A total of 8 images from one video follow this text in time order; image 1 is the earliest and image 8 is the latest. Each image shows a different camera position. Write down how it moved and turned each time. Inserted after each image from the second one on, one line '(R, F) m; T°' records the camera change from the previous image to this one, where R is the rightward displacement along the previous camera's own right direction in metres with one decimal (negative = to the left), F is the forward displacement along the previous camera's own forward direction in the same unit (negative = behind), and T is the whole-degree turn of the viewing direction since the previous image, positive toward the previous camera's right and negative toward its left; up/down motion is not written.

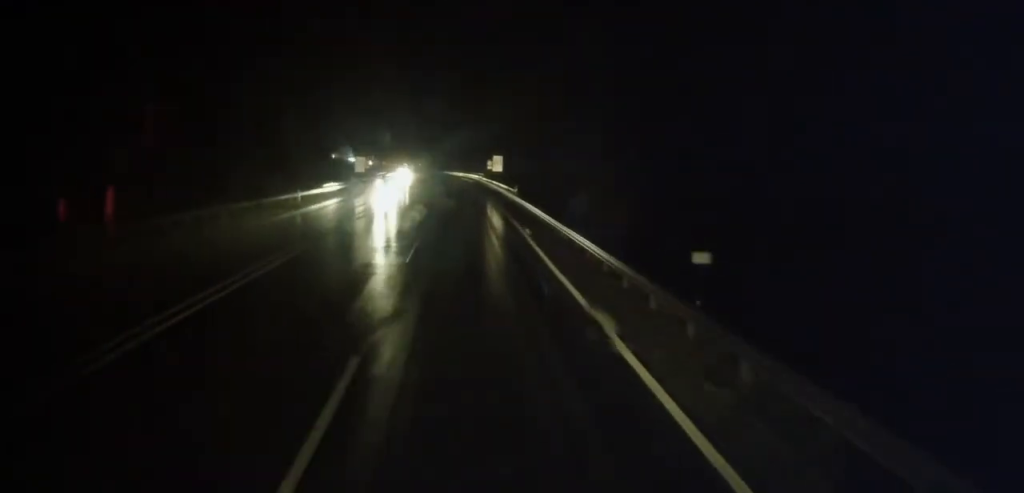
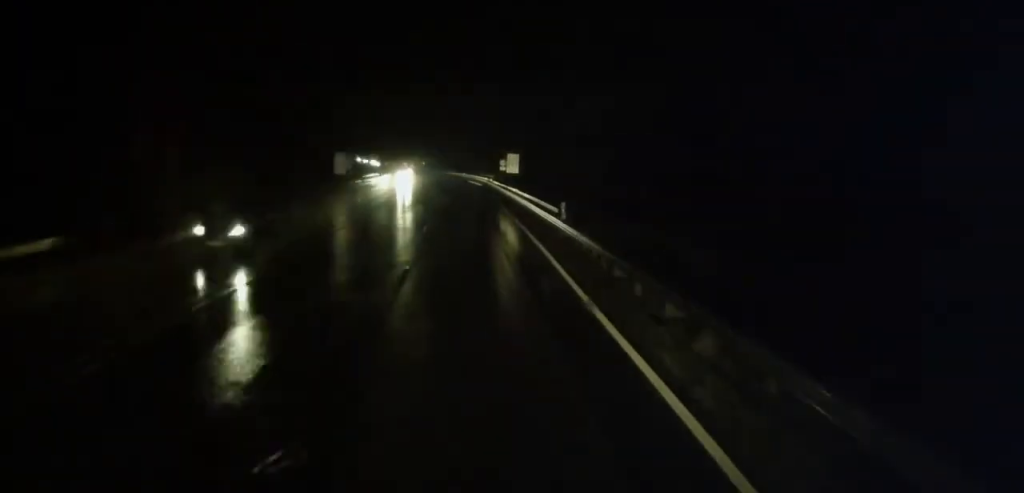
(-0.4, +16.5) m; -2°
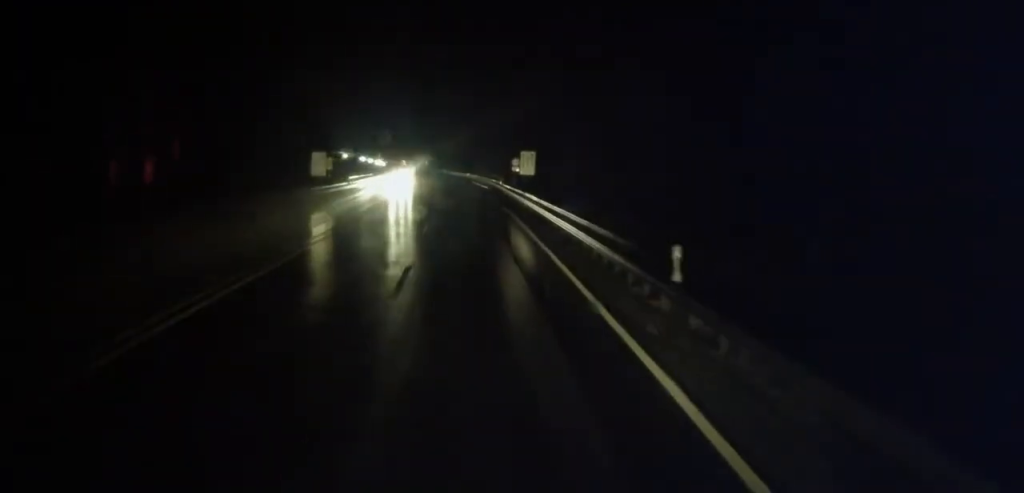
(-0.1, +11.6) m; -1°
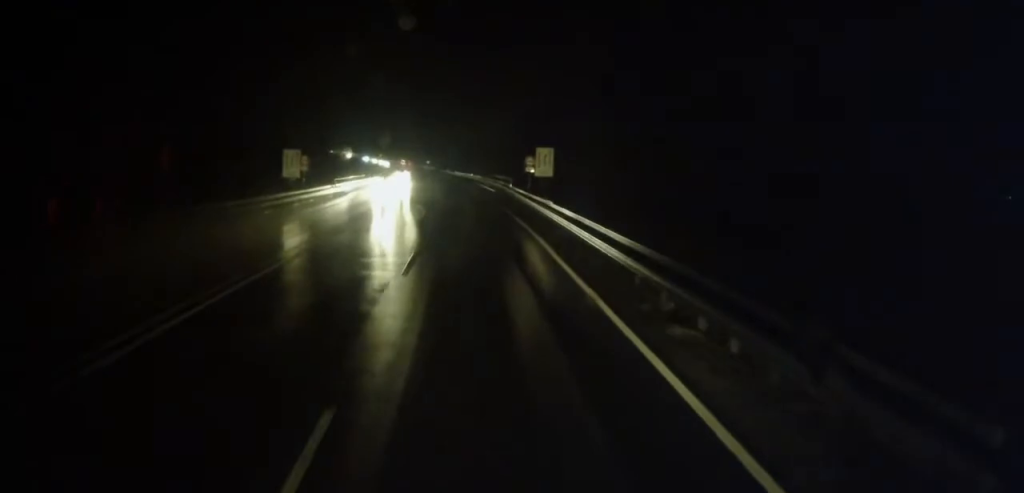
(+0.1, +9.6) m; 0°
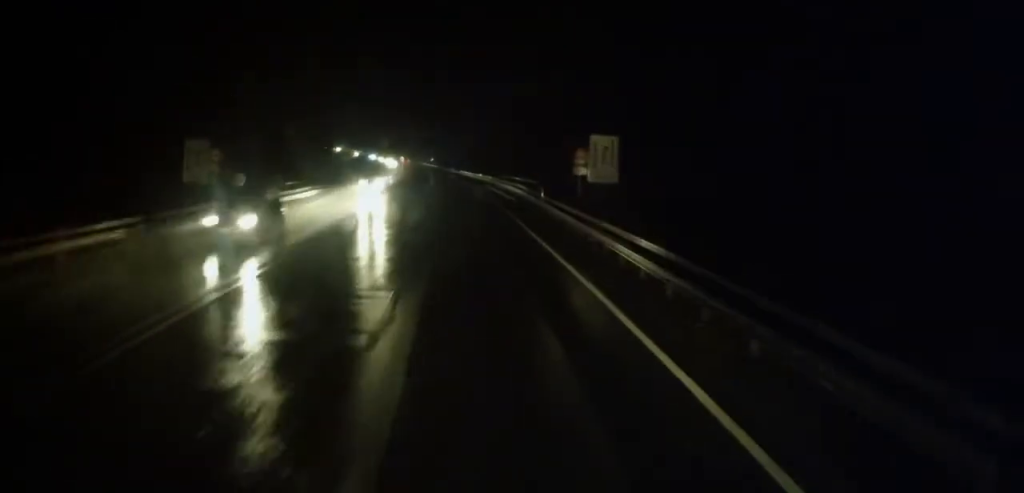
(-0.1, +17.7) m; 0°
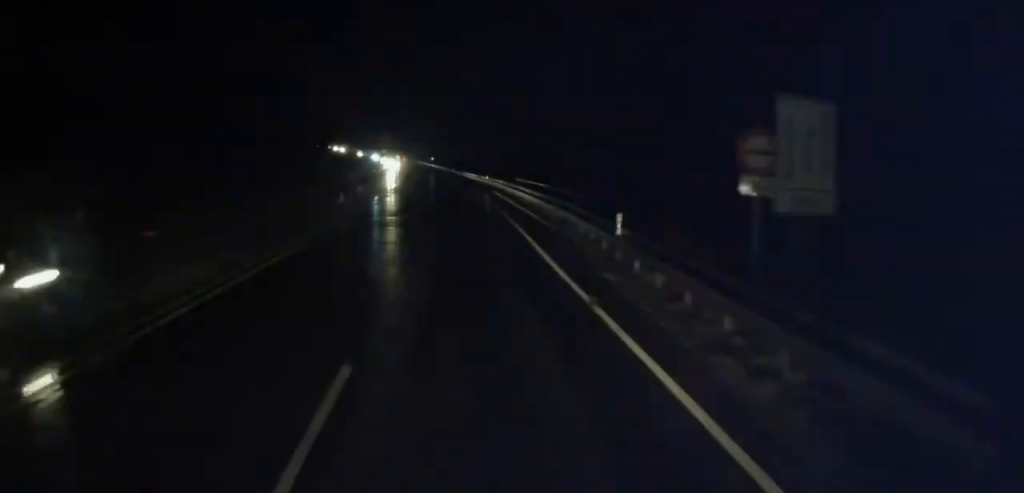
(0.0, +16.7) m; +1°
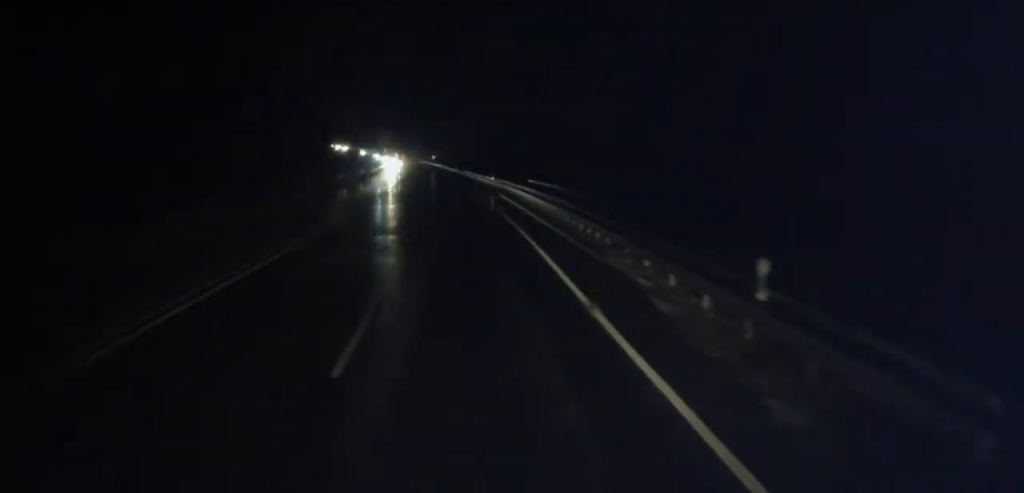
(0.0, +8.6) m; 0°
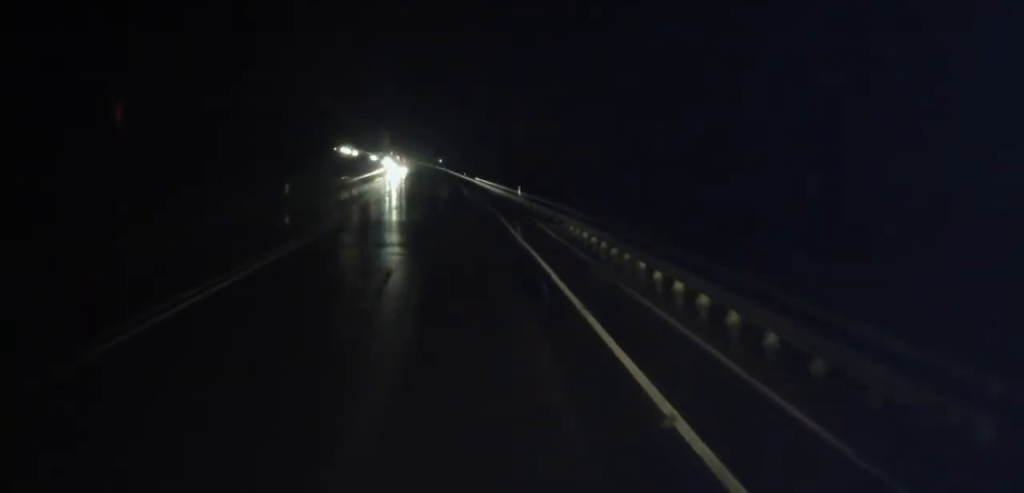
(-0.2, +20.3) m; -2°
